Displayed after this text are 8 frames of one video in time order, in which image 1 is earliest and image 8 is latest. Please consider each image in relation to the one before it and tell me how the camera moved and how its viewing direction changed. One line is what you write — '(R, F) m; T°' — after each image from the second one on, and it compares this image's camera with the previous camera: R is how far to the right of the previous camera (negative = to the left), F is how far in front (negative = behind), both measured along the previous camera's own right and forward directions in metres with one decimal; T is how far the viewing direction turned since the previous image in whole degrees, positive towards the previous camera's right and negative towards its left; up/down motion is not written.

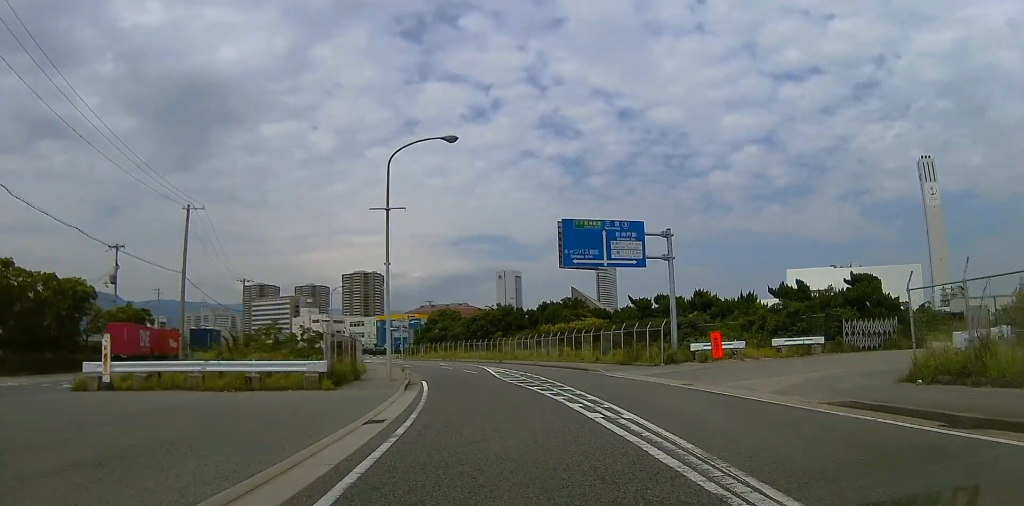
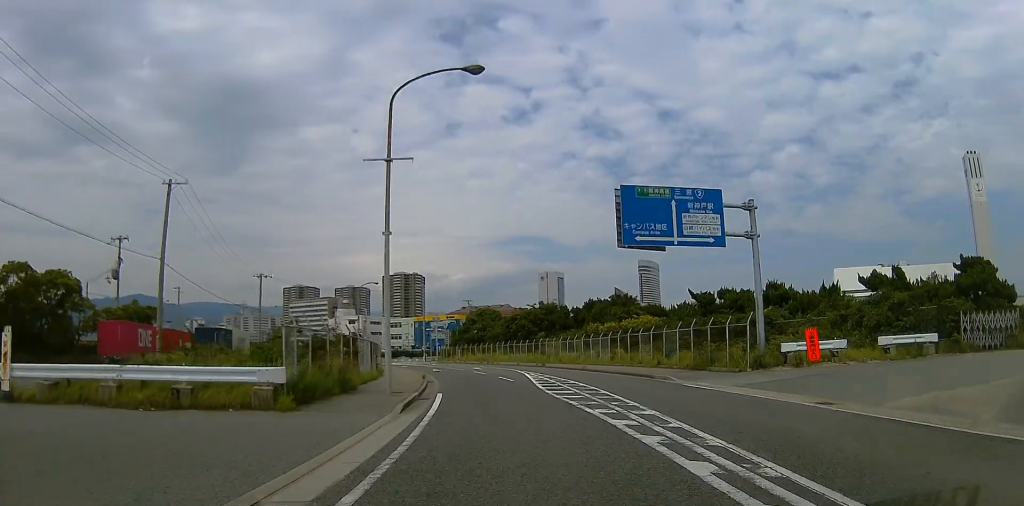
(+0.8, +6.9) m; -3°
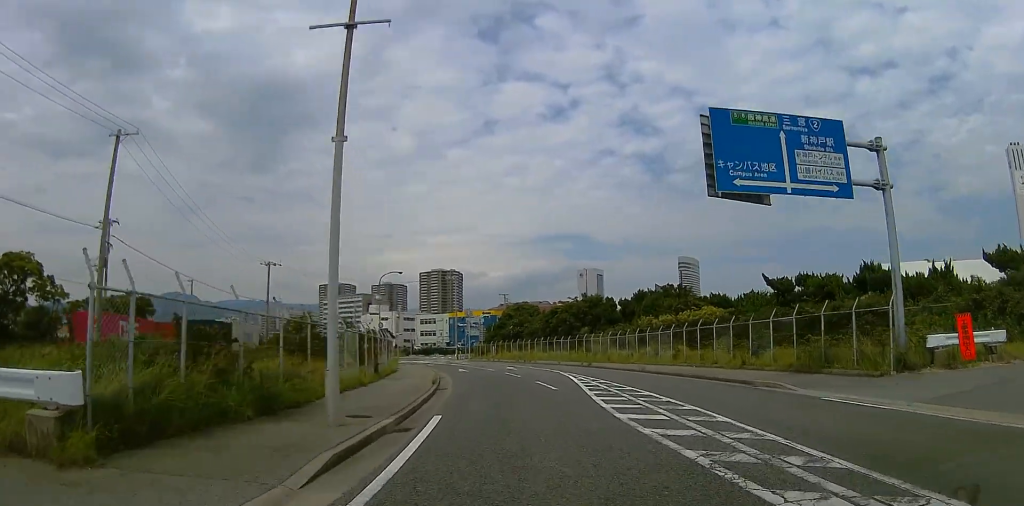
(-1.0, +7.9) m; -7°
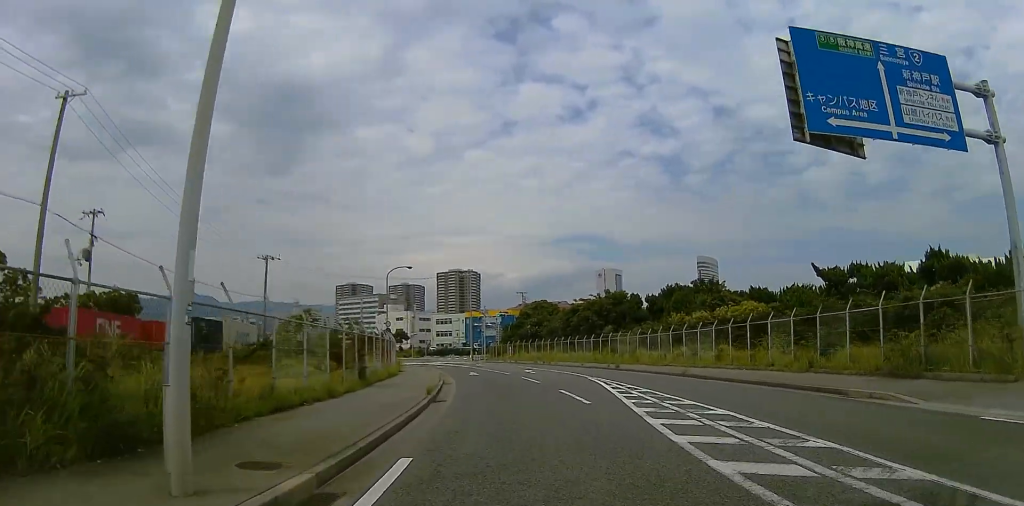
(-0.3, +5.0) m; -4°
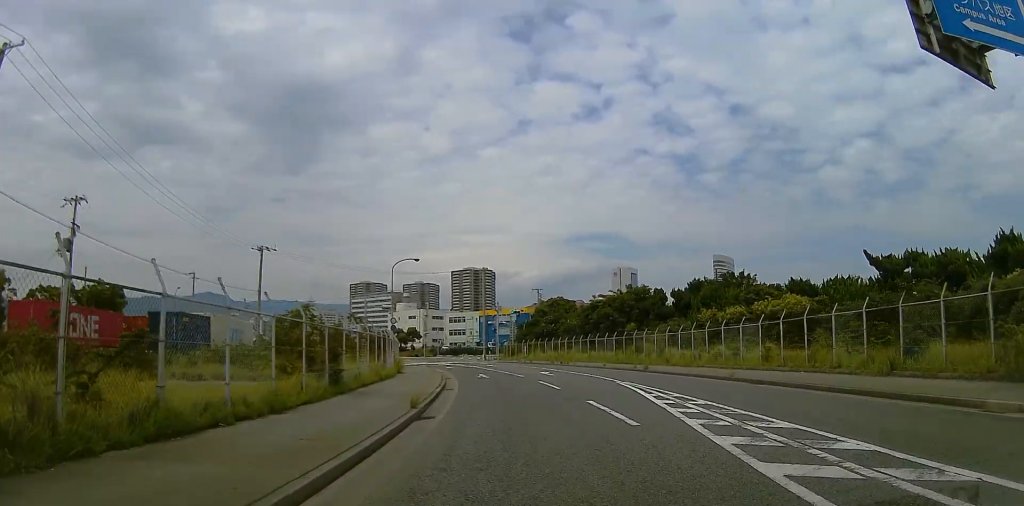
(0.0, +4.6) m; 0°
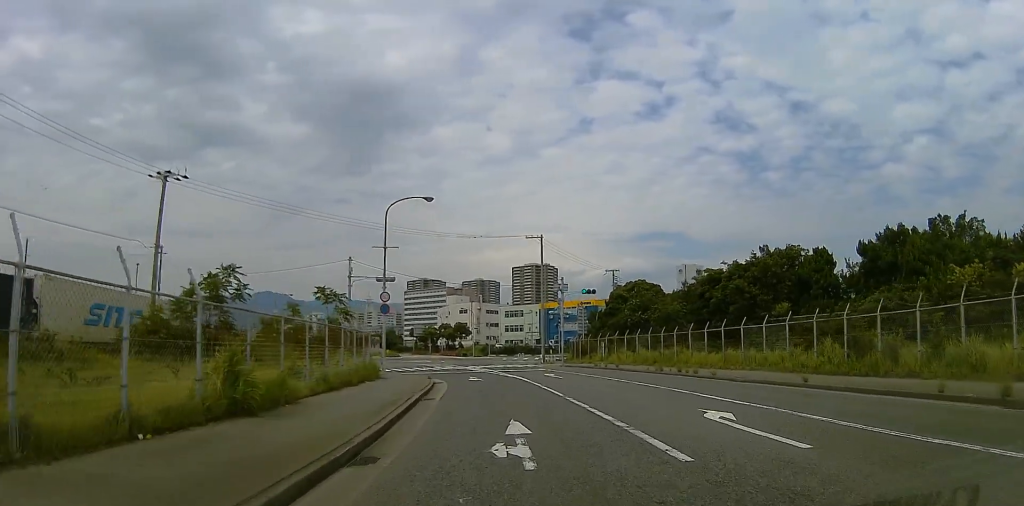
(0.0, +23.8) m; -5°
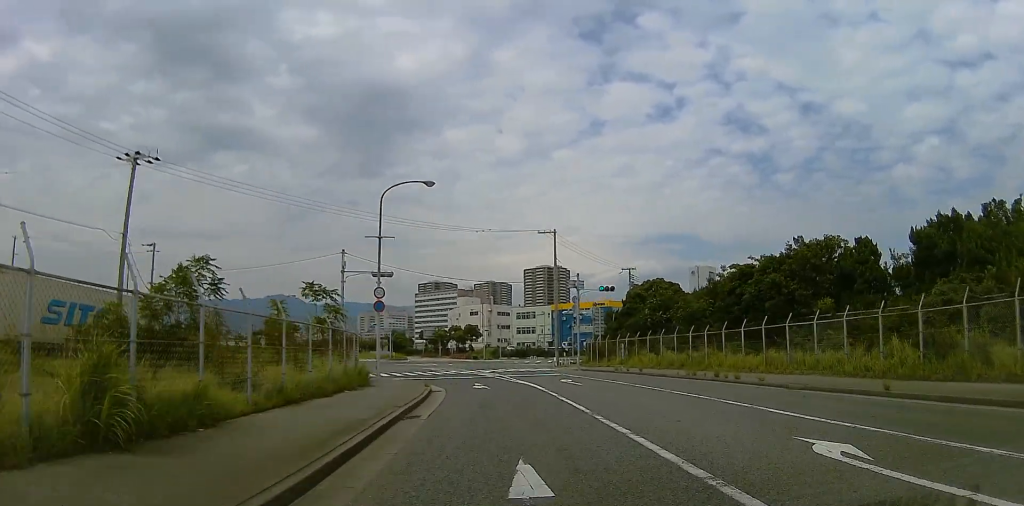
(-0.2, +3.8) m; -2°
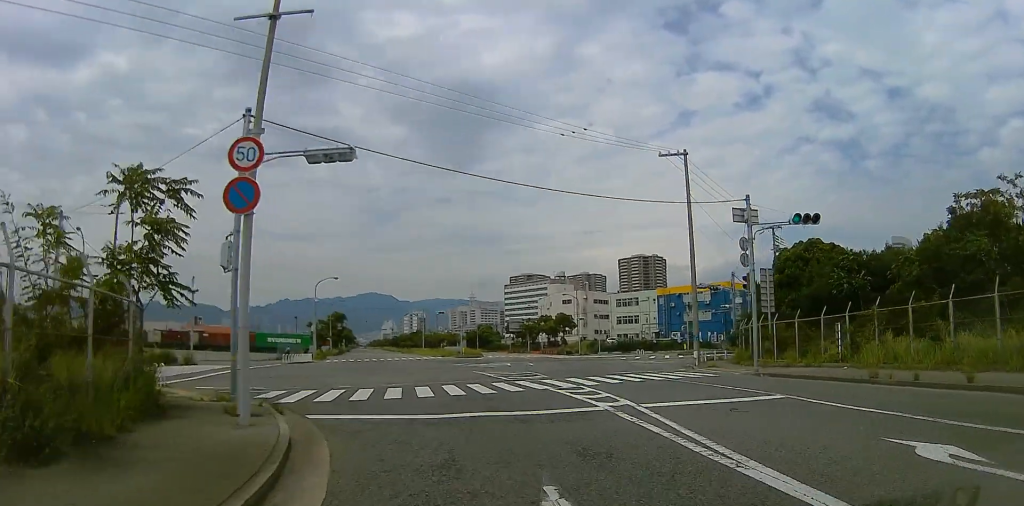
(-1.3, +20.5) m; -5°
